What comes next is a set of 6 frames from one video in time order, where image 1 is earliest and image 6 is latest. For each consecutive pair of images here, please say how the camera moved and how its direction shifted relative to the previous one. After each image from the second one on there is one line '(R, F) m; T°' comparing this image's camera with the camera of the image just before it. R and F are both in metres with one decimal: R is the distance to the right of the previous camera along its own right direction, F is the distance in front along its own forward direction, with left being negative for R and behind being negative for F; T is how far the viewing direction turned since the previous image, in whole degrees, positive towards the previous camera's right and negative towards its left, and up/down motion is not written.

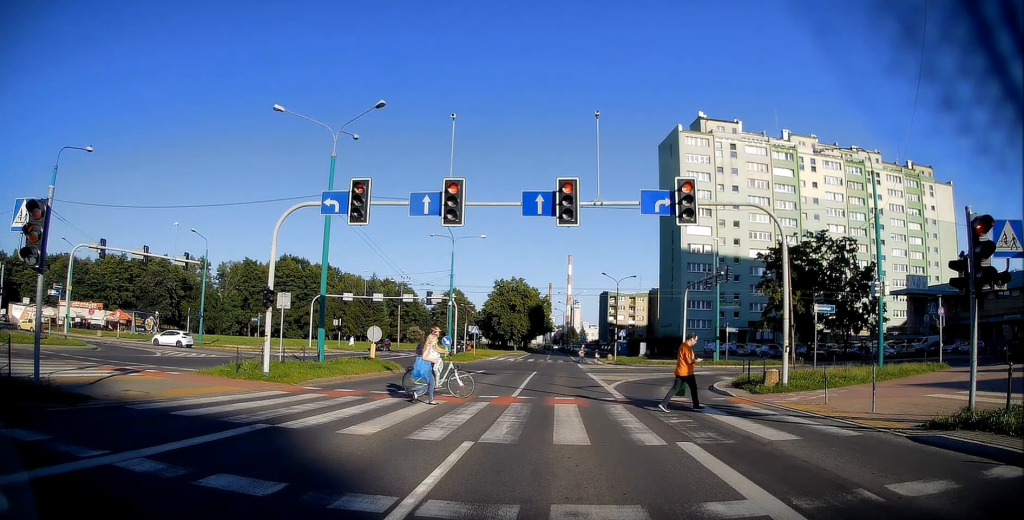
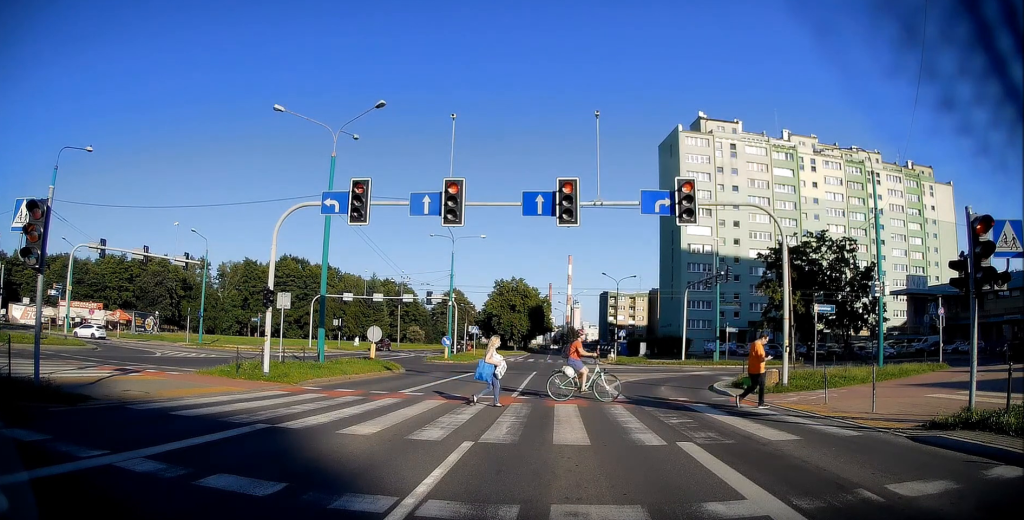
(0.0, 0.0) m; 0°
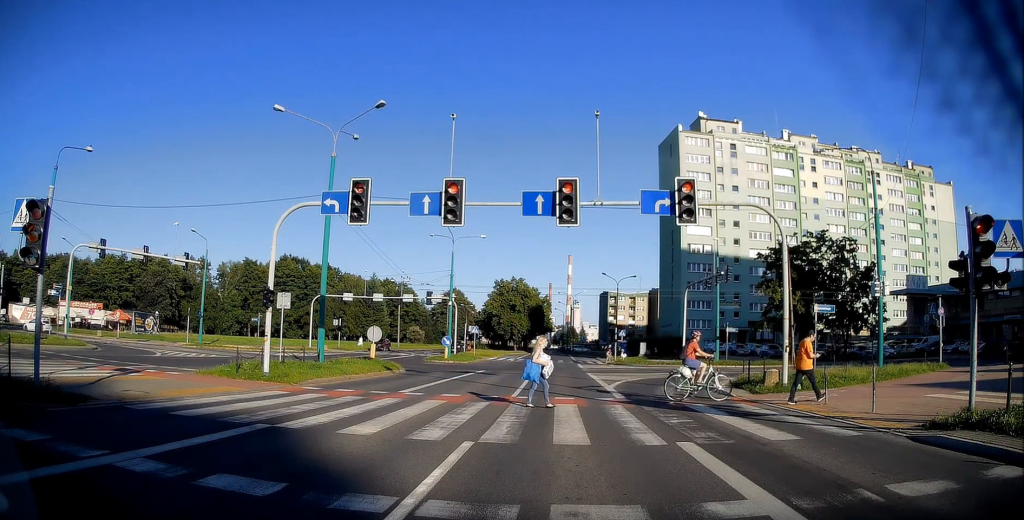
(0.0, 0.0) m; 0°
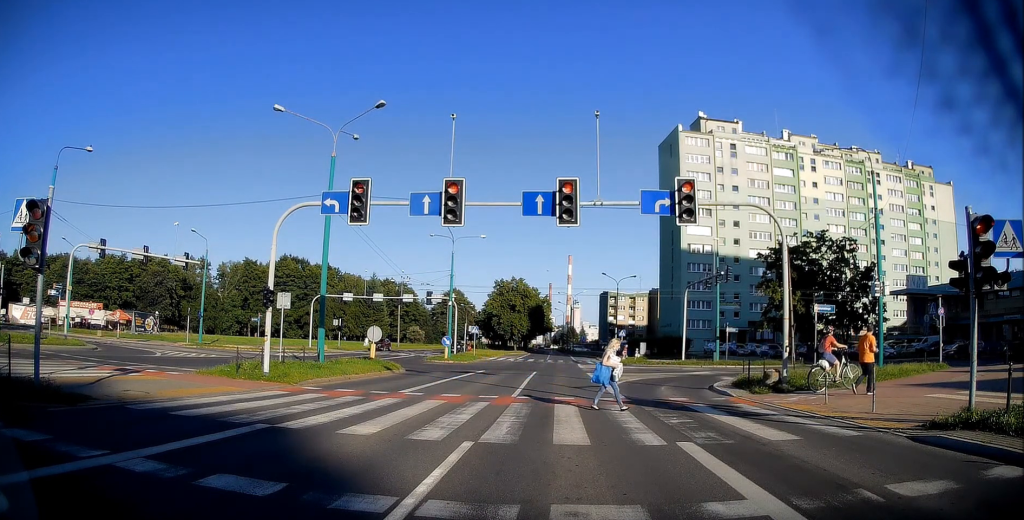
(0.0, 0.0) m; 0°
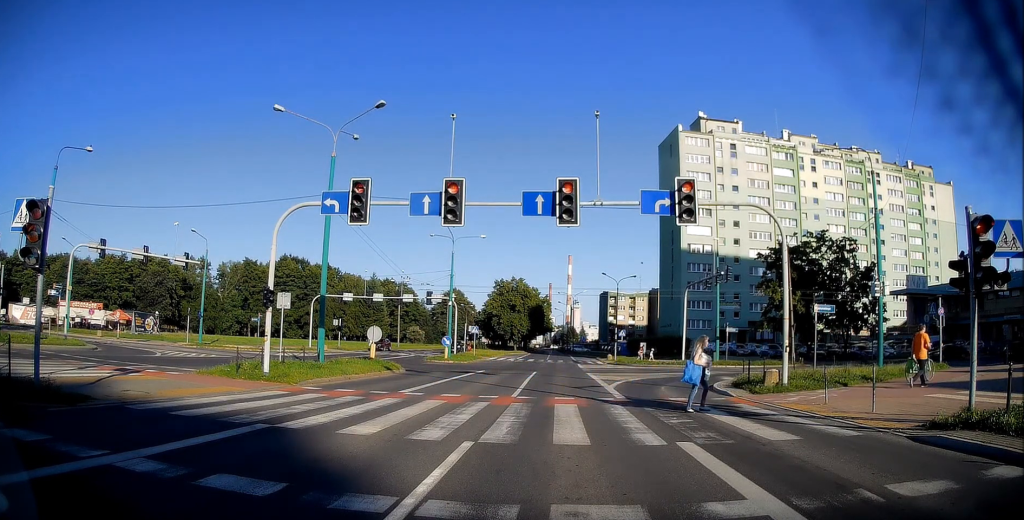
(0.0, 0.0) m; 0°
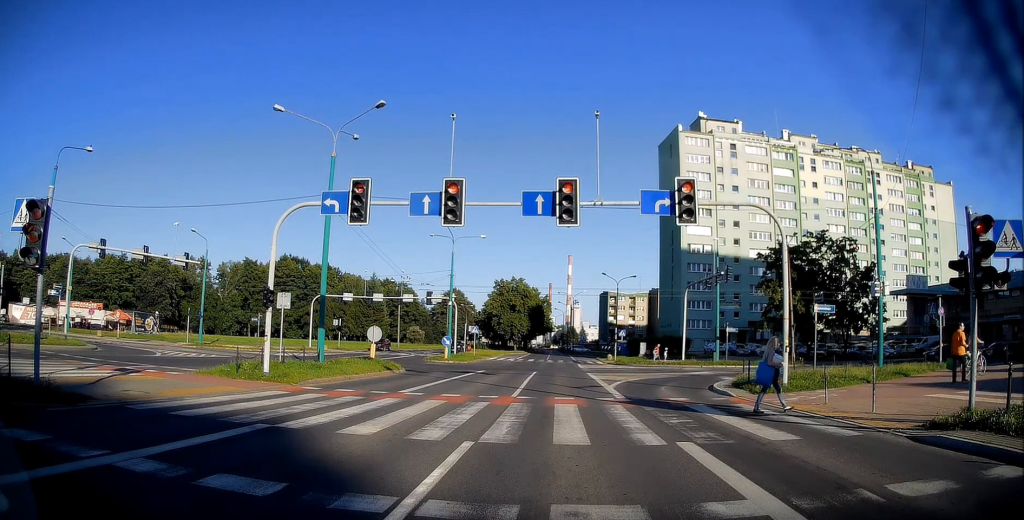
(0.0, 0.0) m; 0°
